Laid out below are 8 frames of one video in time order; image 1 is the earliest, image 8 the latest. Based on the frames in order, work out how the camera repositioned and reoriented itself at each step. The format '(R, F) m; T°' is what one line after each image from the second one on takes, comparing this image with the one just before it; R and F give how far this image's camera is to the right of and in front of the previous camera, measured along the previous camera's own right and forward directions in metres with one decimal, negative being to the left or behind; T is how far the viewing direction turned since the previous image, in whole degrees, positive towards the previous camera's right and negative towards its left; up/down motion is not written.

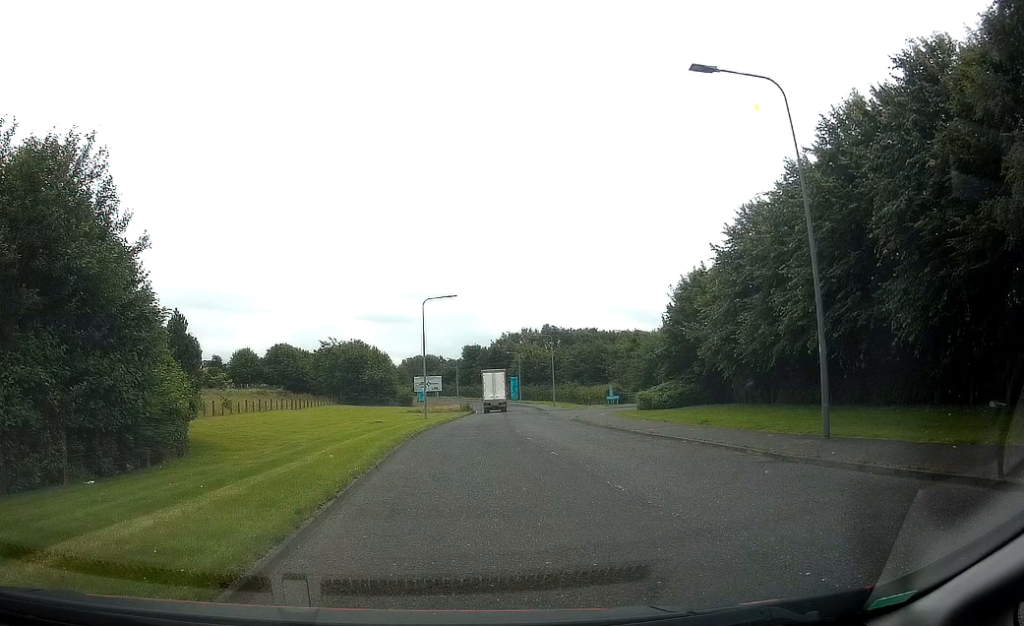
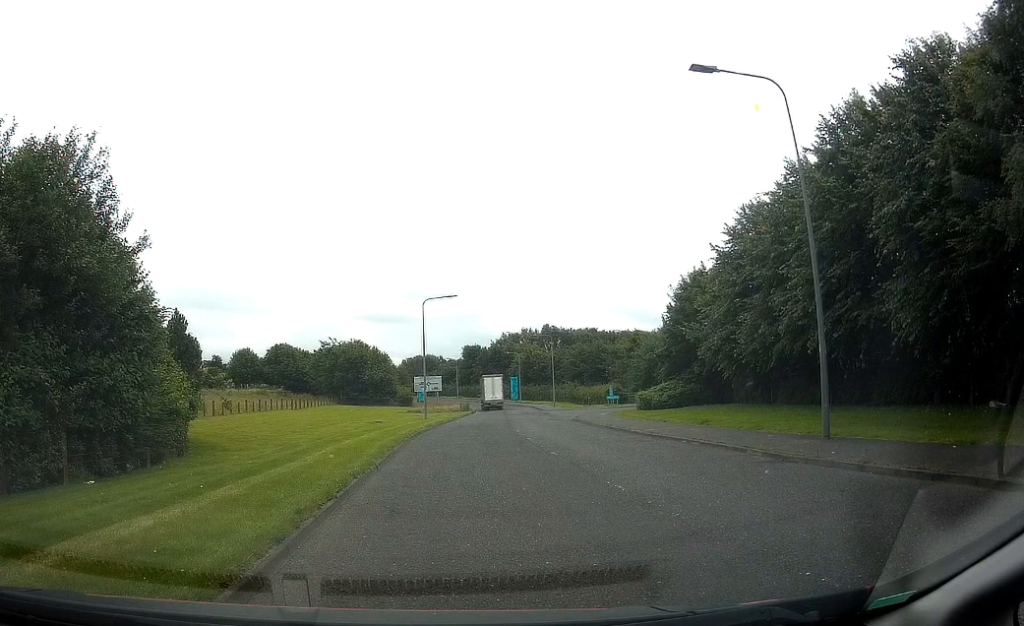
(0.0, 0.0) m; 0°
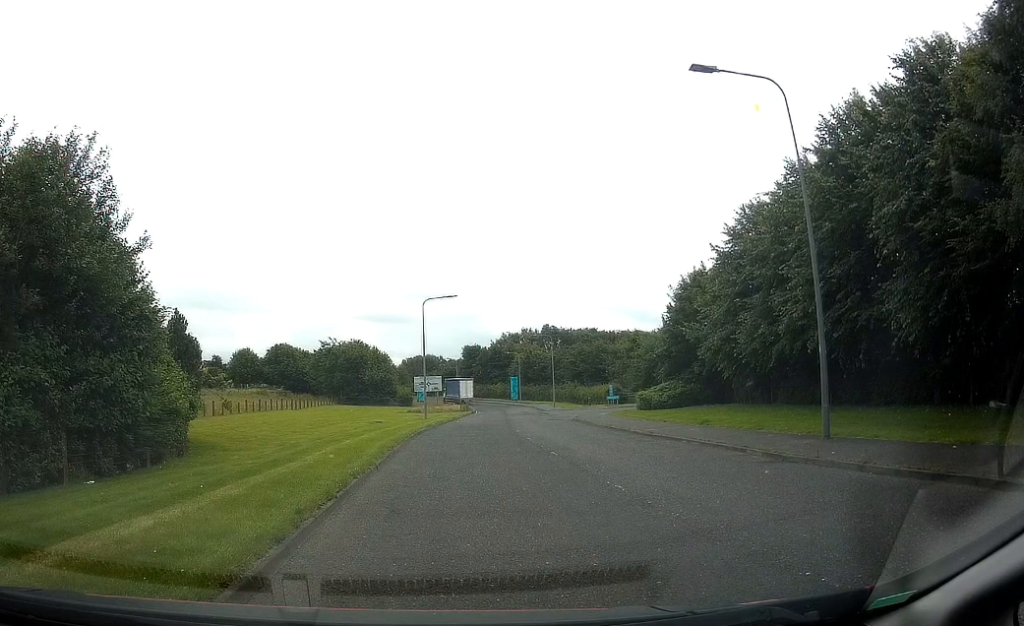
(0.0, 0.0) m; 0°
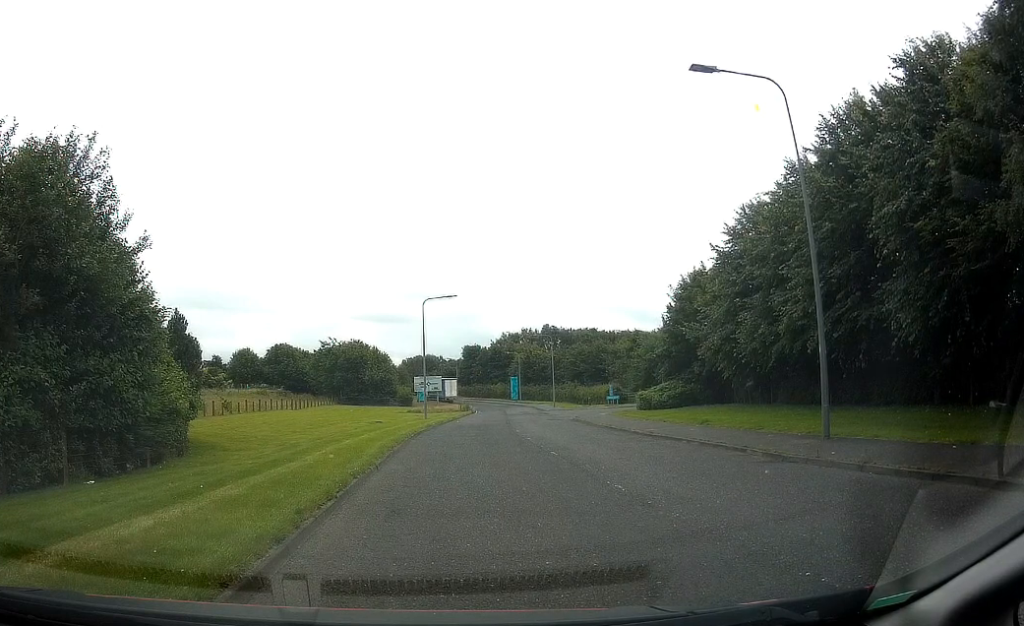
(0.0, 0.0) m; 0°
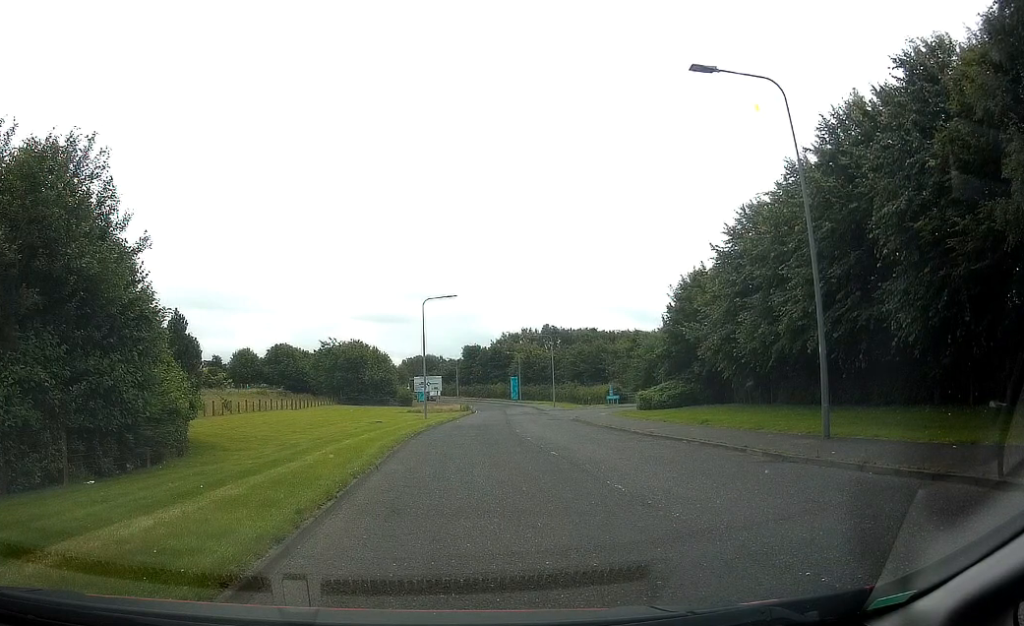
(0.0, 0.0) m; 0°
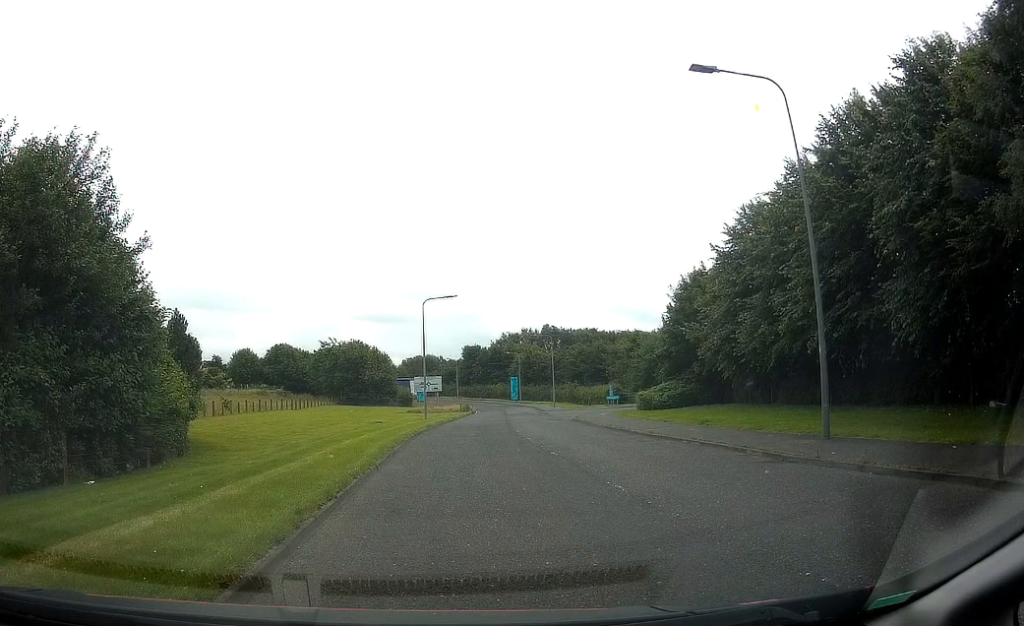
(0.0, 0.0) m; 0°
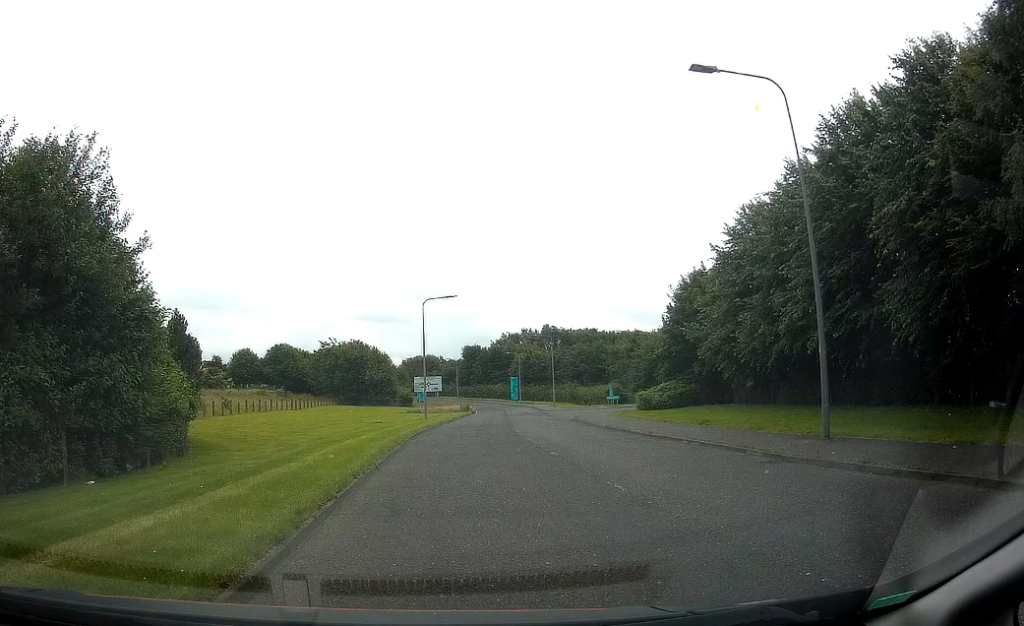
(0.0, 0.0) m; 0°
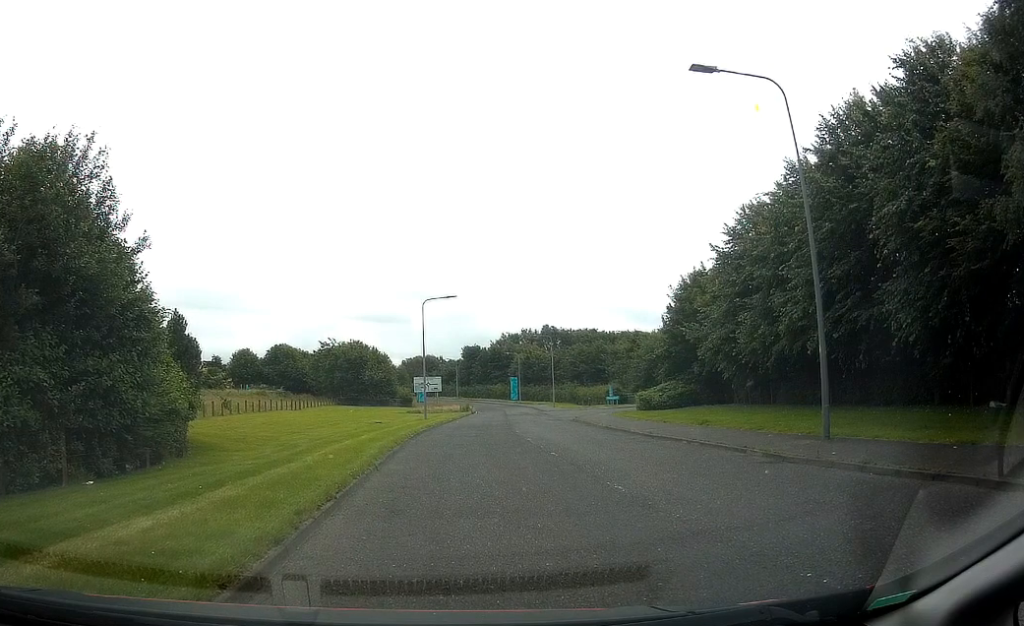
(0.0, 0.0) m; 0°
